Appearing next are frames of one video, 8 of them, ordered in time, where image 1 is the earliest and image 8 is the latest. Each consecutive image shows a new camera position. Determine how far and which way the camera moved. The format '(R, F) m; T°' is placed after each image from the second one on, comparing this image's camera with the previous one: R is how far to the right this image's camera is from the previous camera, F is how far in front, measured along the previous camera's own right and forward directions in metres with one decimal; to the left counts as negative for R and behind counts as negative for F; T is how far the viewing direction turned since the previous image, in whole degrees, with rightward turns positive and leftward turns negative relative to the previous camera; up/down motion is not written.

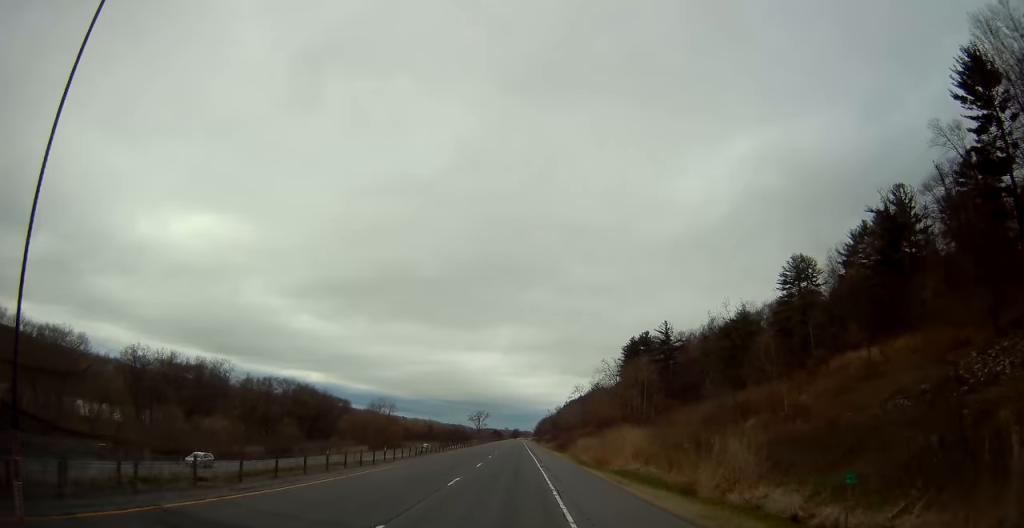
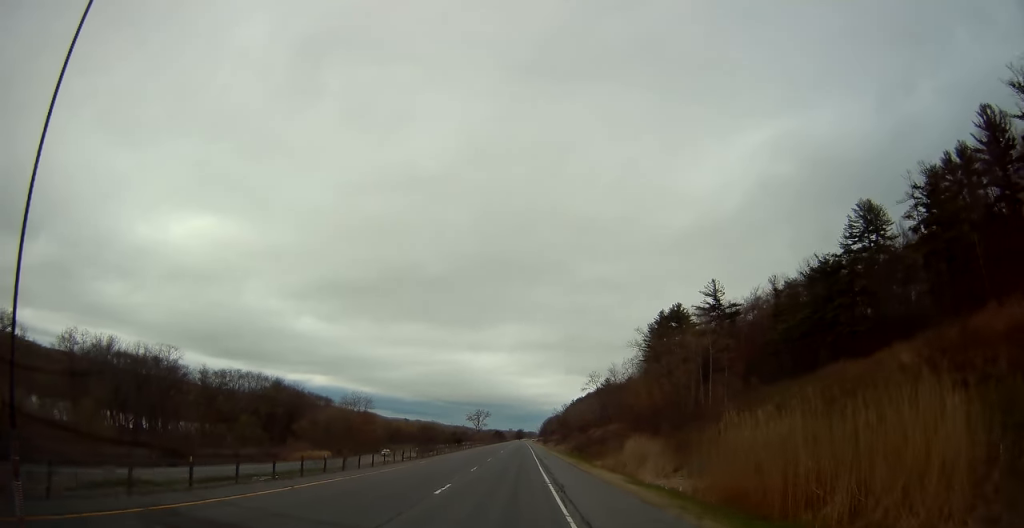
(-0.4, +39.3) m; 0°
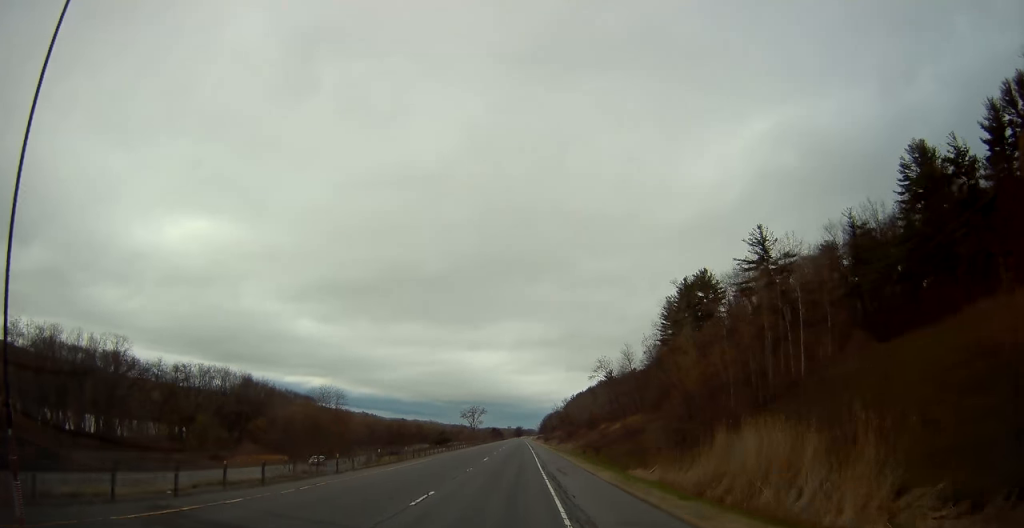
(+0.1, +27.3) m; +1°
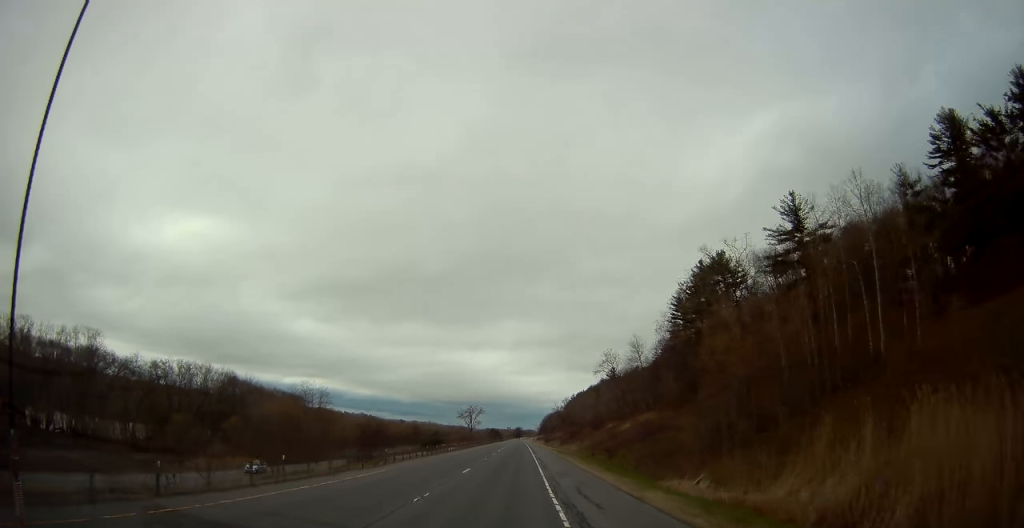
(+0.3, +12.8) m; 0°
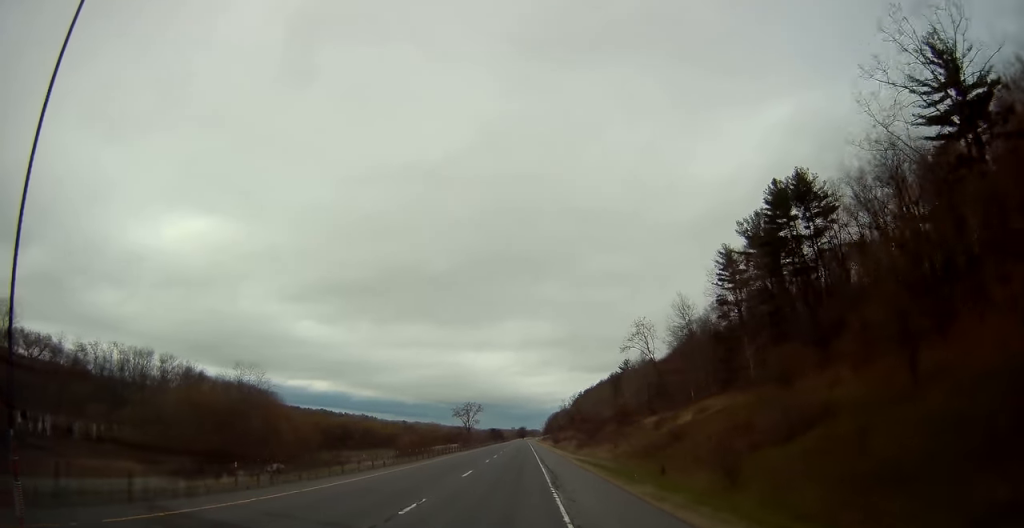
(-0.5, +37.6) m; -1°
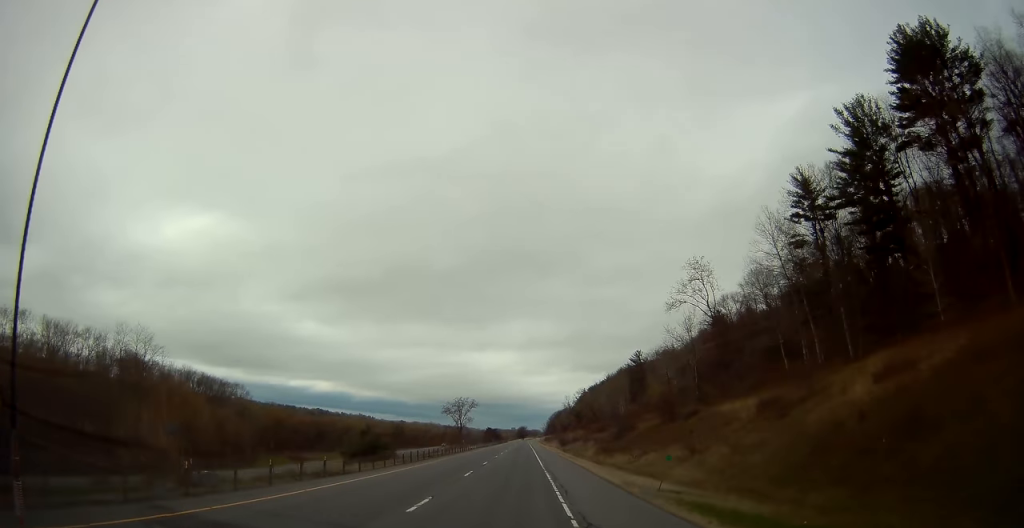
(+0.1, +36.8) m; 0°
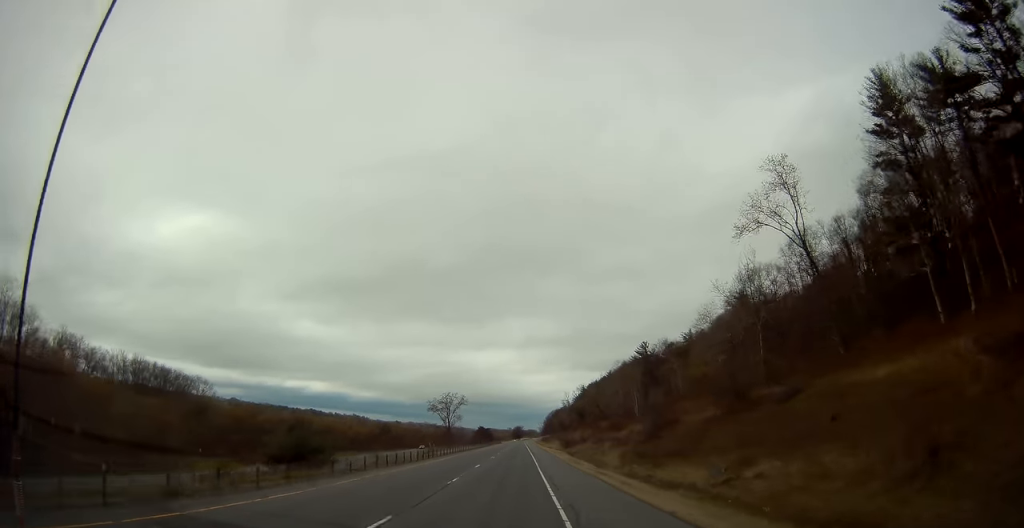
(+0.2, +27.5) m; +1°
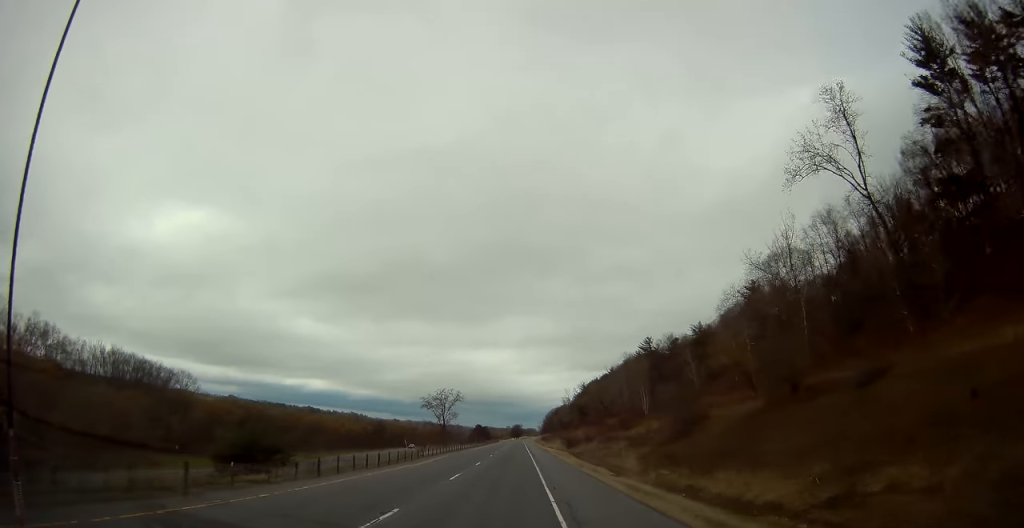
(+0.2, +11.1) m; 0°
